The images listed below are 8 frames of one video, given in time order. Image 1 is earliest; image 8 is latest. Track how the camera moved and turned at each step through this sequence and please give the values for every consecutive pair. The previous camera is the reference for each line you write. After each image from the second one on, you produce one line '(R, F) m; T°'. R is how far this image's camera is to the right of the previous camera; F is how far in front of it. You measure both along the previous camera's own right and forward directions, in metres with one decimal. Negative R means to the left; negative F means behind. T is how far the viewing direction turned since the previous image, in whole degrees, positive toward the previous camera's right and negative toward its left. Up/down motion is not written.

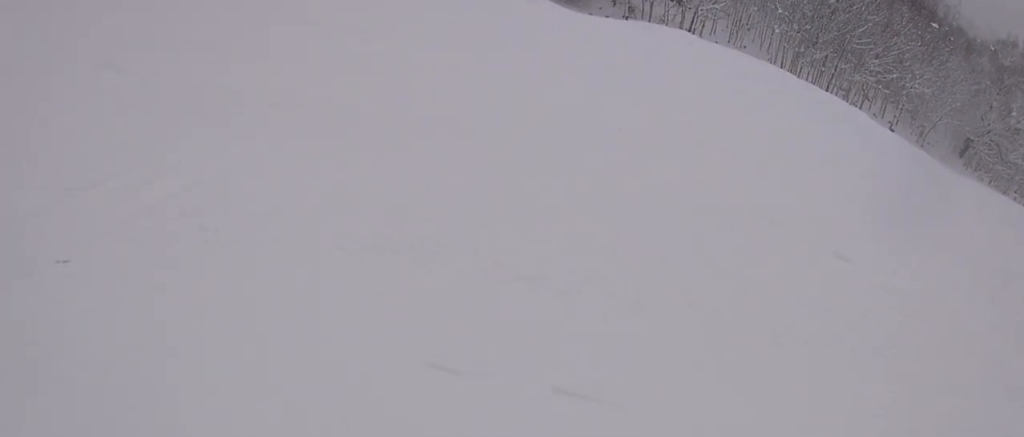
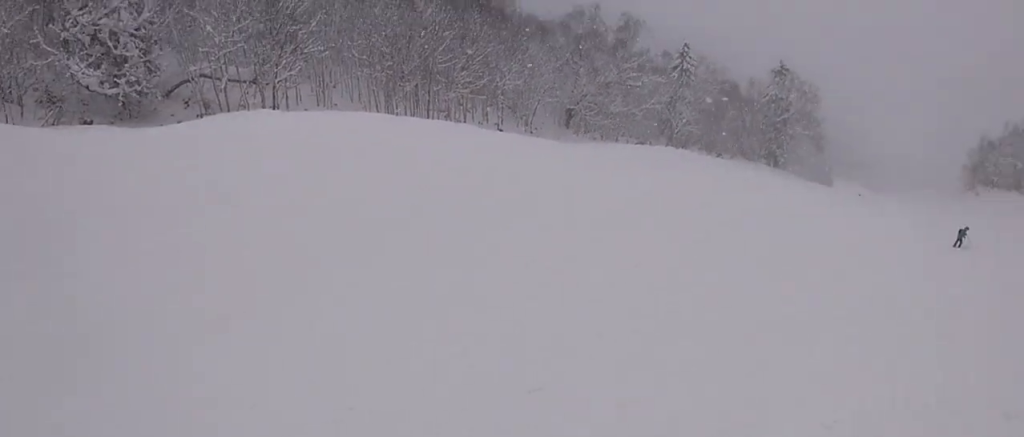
(-0.5, +3.9) m; +15°
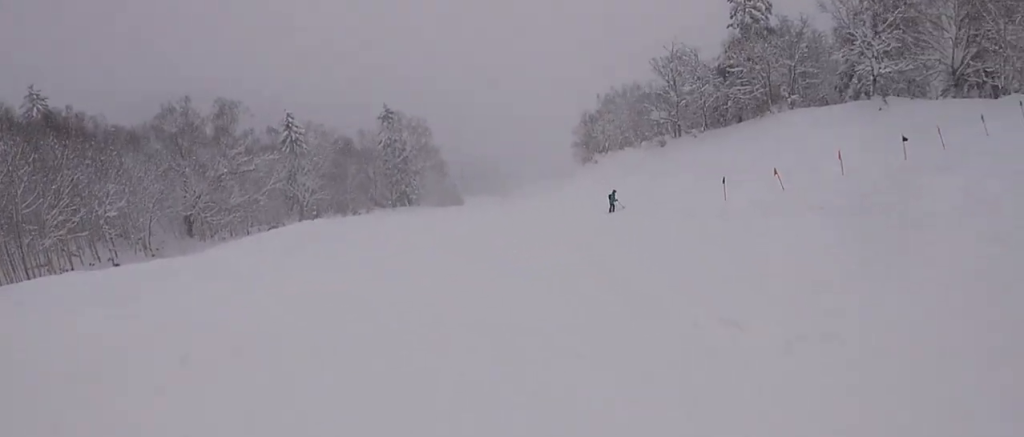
(+1.4, +3.1) m; +19°
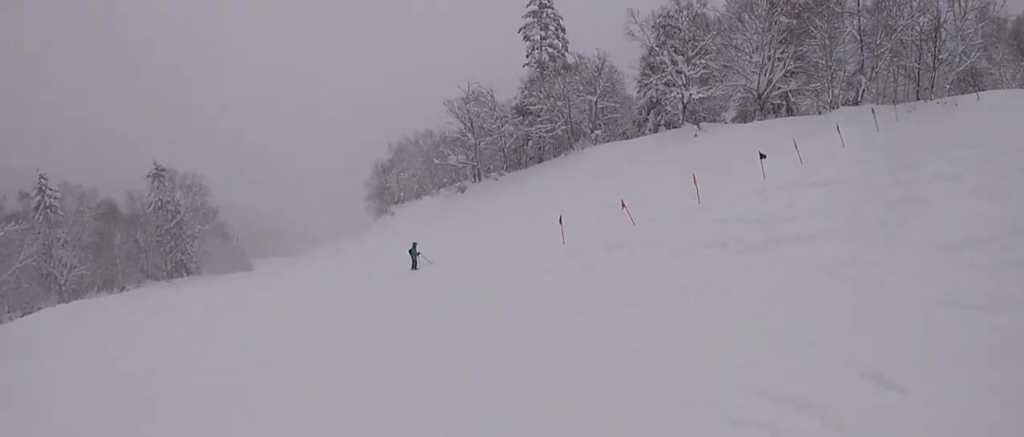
(+0.4, +4.7) m; +28°
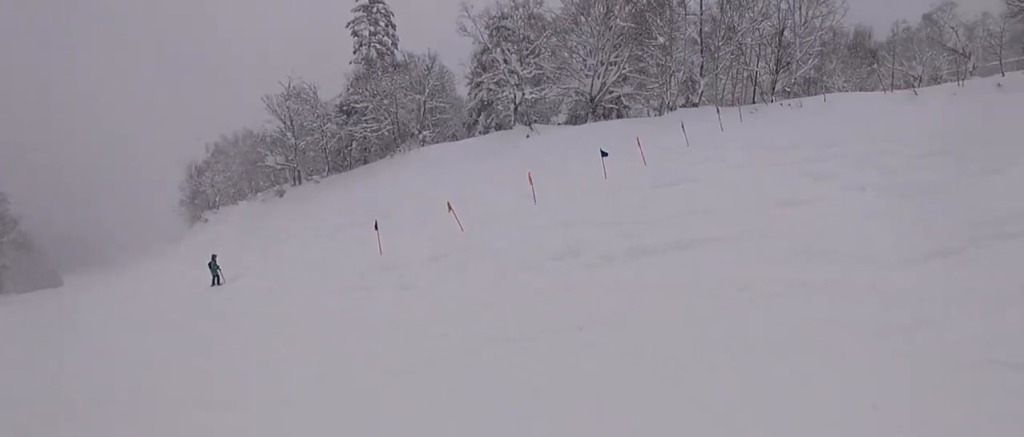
(+0.9, +1.9) m; +25°
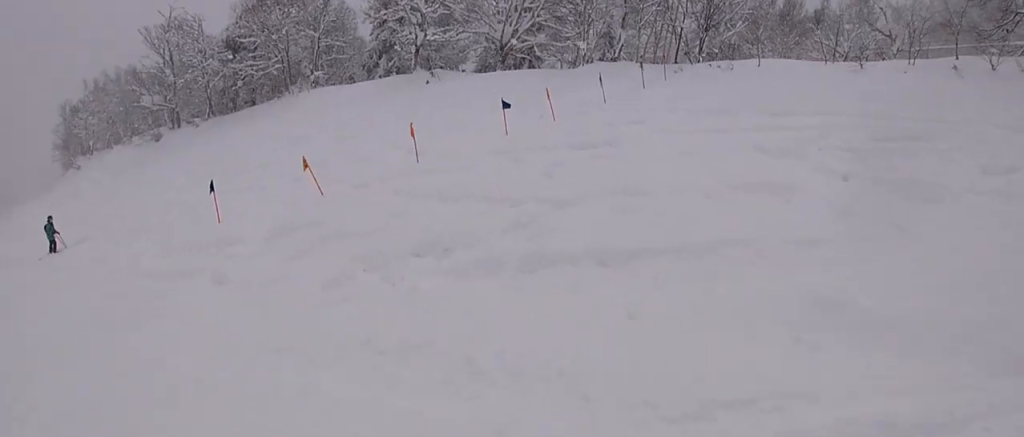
(+1.0, +2.7) m; +9°
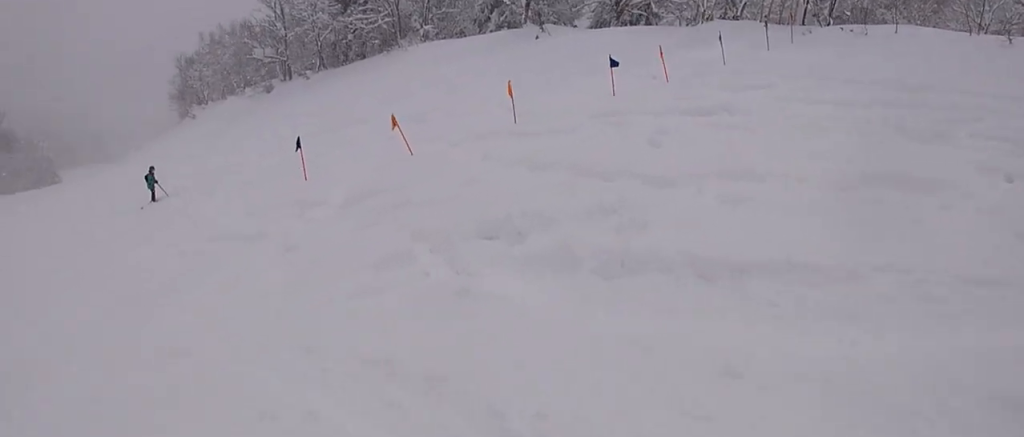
(+0.5, +1.2) m; -6°
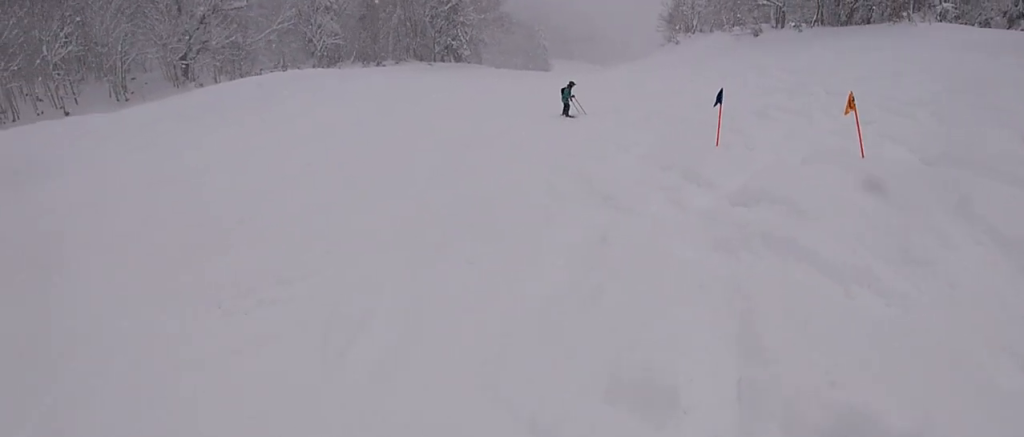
(-3.2, +4.2) m; -26°
